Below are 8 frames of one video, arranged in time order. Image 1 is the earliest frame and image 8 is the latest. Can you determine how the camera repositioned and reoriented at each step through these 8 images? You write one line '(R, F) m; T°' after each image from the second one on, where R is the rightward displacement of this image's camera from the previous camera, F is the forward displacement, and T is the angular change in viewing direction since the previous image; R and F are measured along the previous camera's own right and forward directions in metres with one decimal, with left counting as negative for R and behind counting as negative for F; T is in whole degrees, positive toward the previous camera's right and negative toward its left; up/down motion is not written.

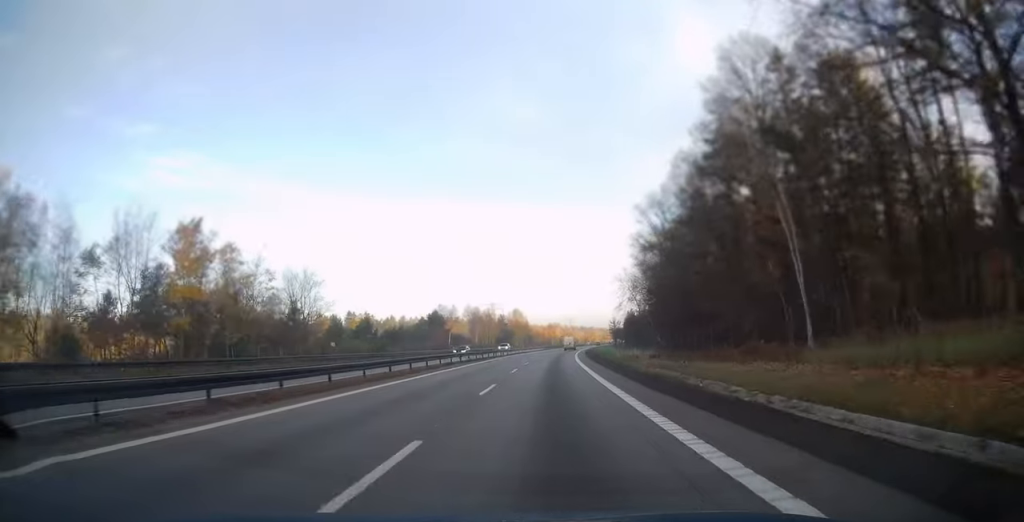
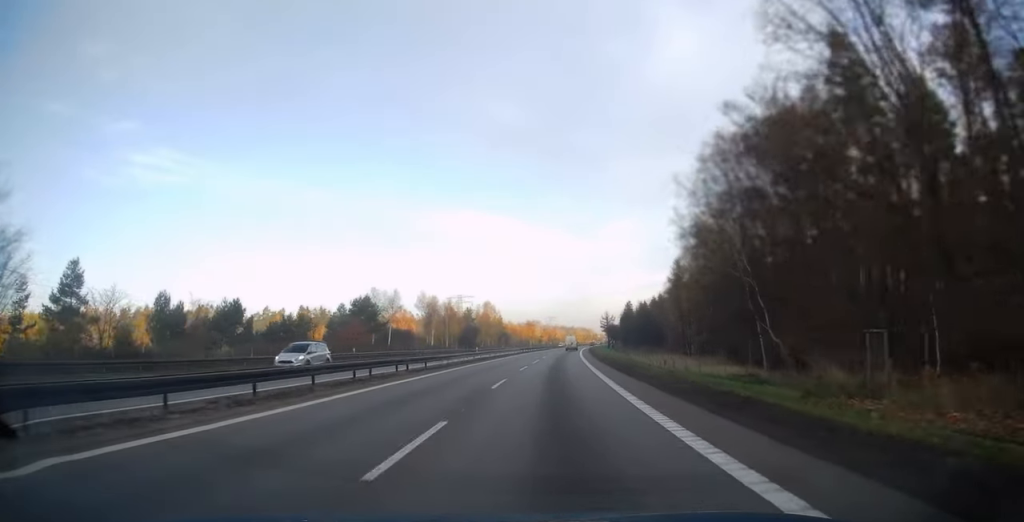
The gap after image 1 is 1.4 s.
(+0.6, +45.5) m; +2°
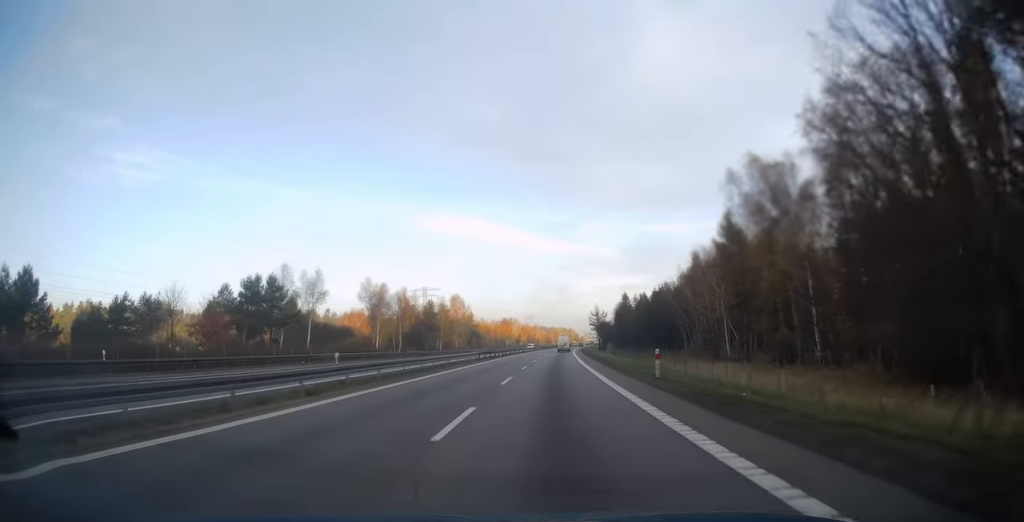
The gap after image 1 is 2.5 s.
(+0.5, +33.2) m; +2°
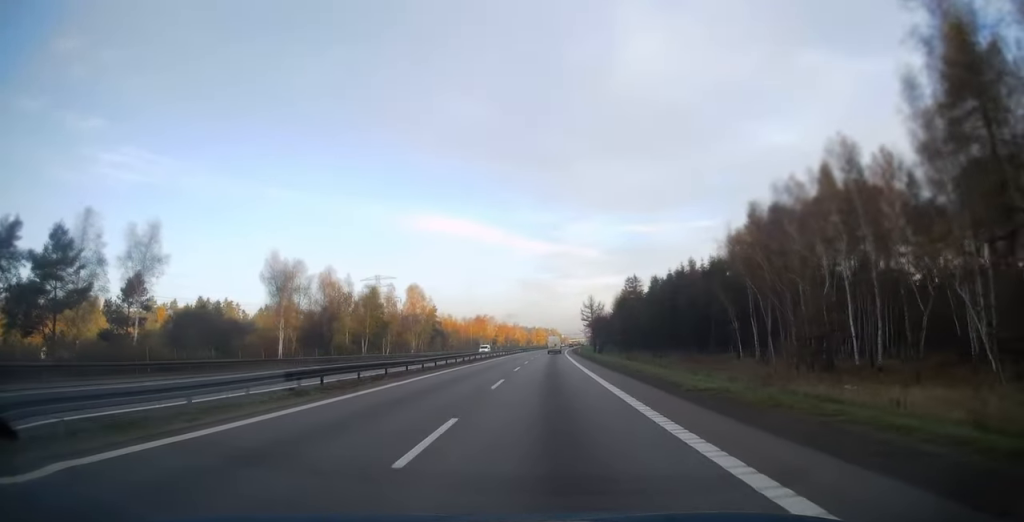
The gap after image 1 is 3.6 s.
(+0.8, +37.6) m; +2°
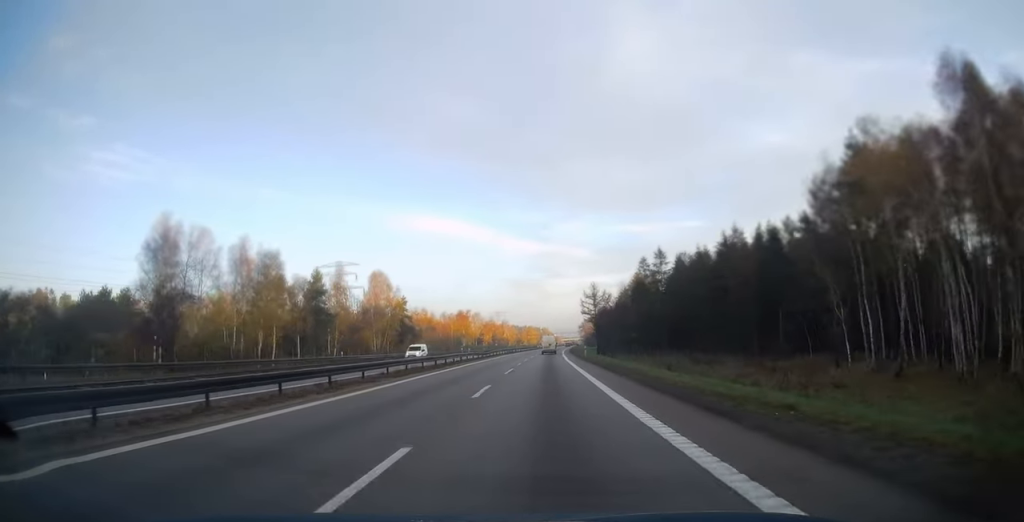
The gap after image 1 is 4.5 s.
(+0.2, +27.0) m; +1°
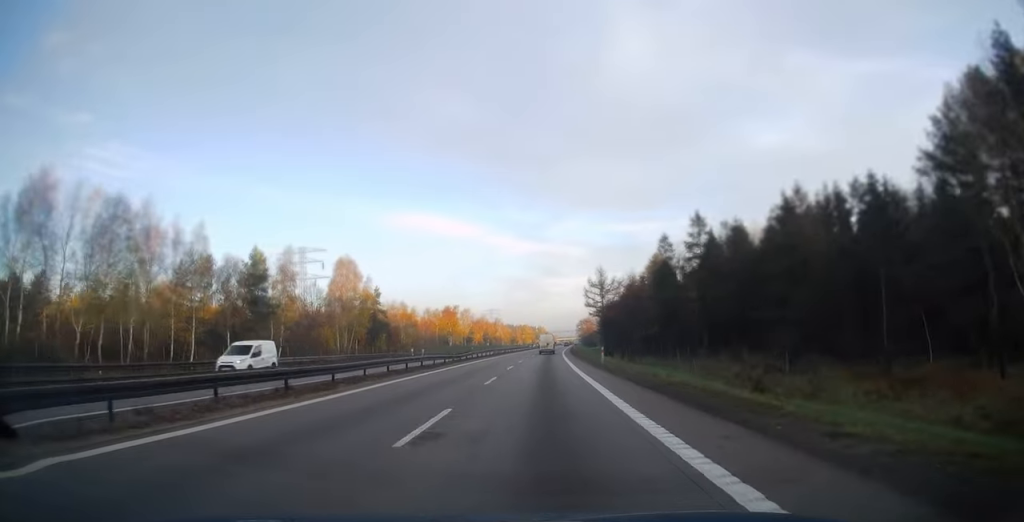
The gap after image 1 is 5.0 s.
(+0.2, +19.4) m; 0°
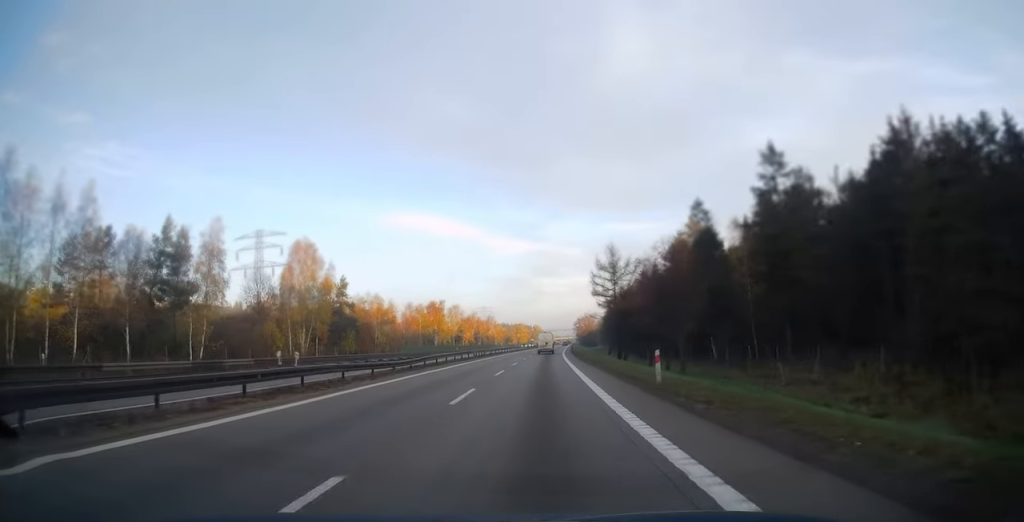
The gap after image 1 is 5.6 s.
(+0.1, +18.3) m; 0°
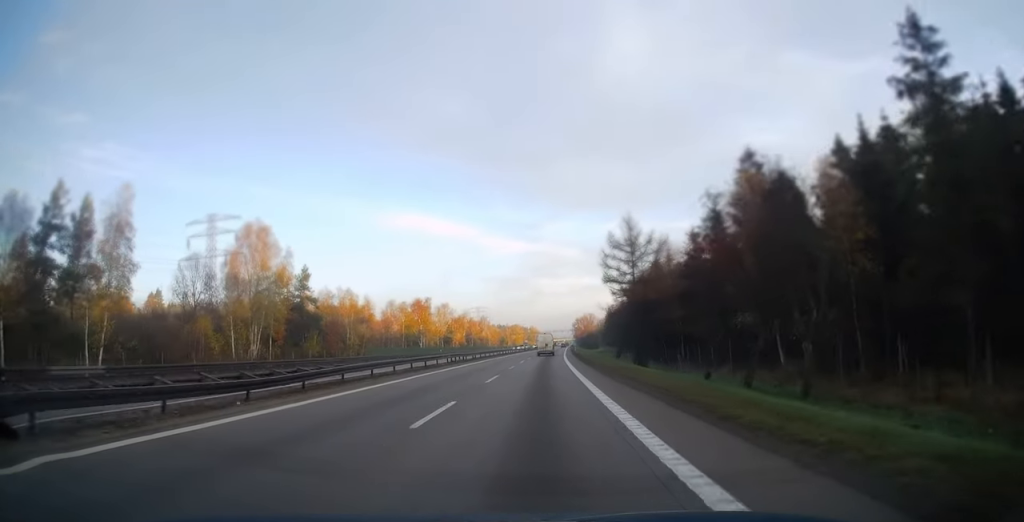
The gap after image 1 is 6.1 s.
(+0.1, +15.6) m; 0°
